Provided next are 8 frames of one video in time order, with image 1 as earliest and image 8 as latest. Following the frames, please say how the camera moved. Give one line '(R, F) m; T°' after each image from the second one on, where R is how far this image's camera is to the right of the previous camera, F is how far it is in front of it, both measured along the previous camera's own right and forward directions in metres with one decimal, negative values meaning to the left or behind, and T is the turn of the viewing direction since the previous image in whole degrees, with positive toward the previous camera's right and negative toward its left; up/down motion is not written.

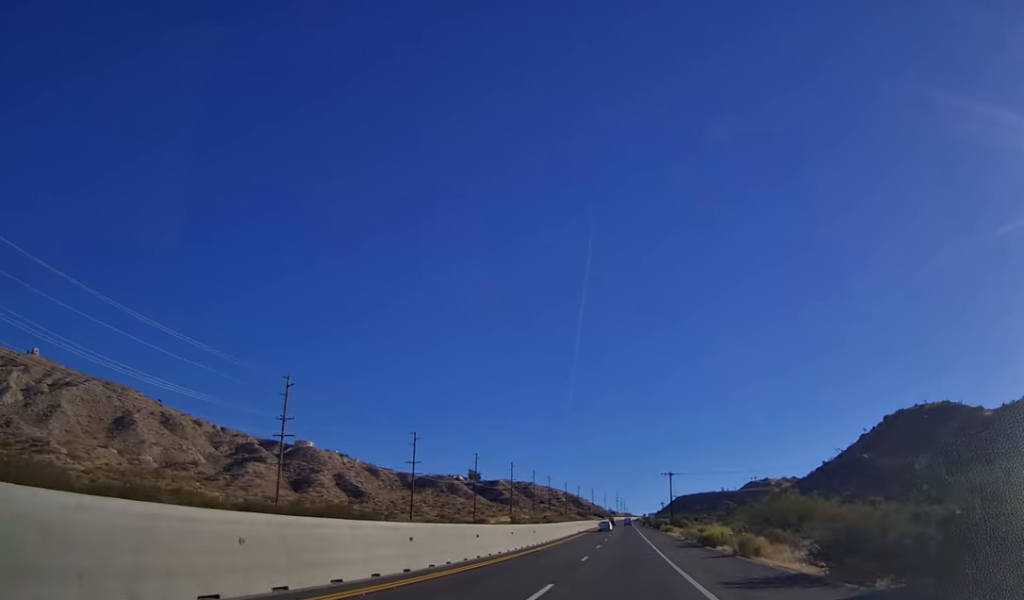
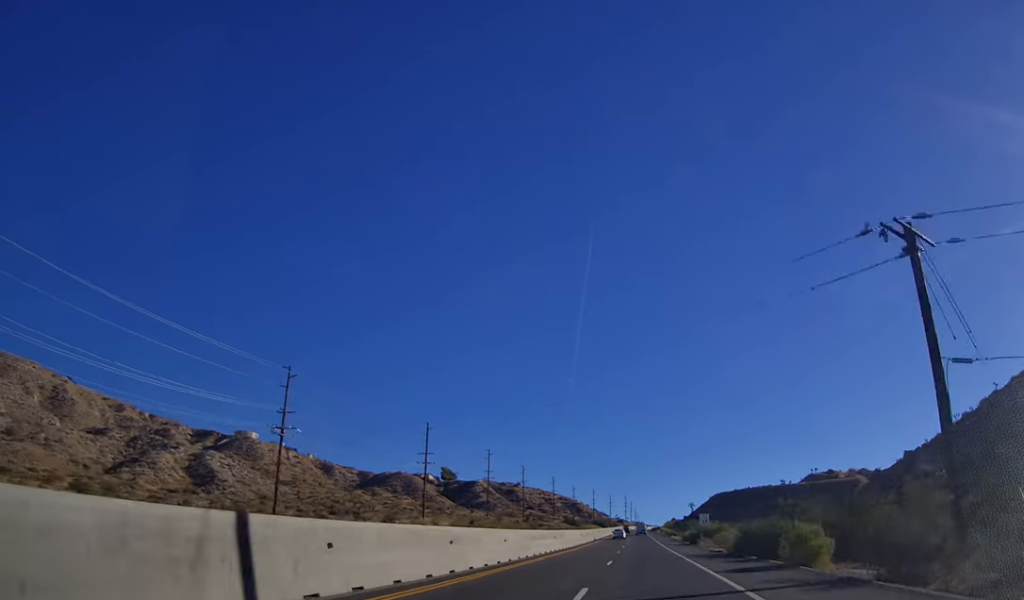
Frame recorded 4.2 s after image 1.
(-0.1, +117.5) m; 0°
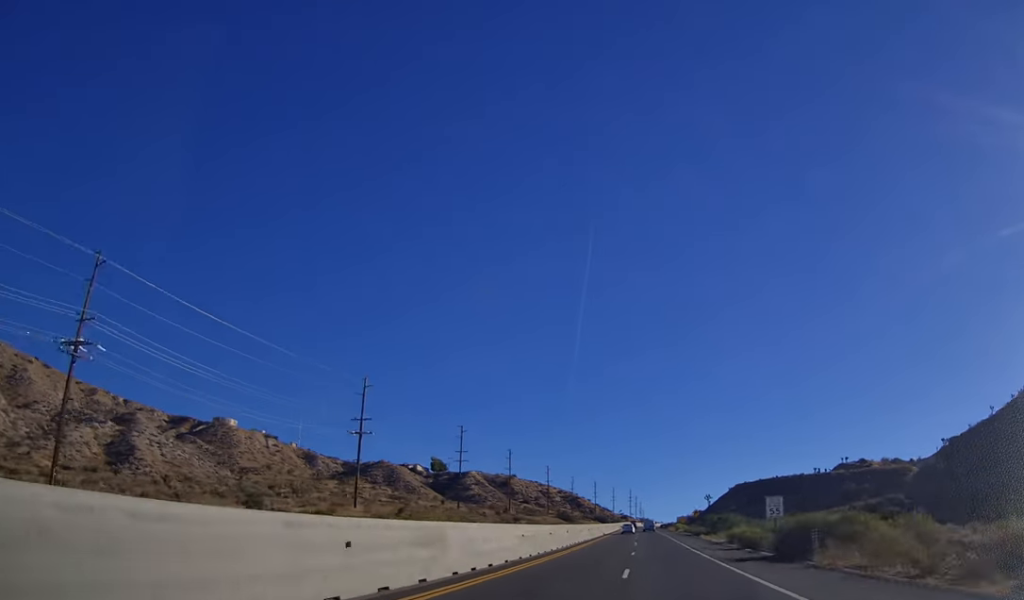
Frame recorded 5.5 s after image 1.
(-0.4, +37.2) m; 0°
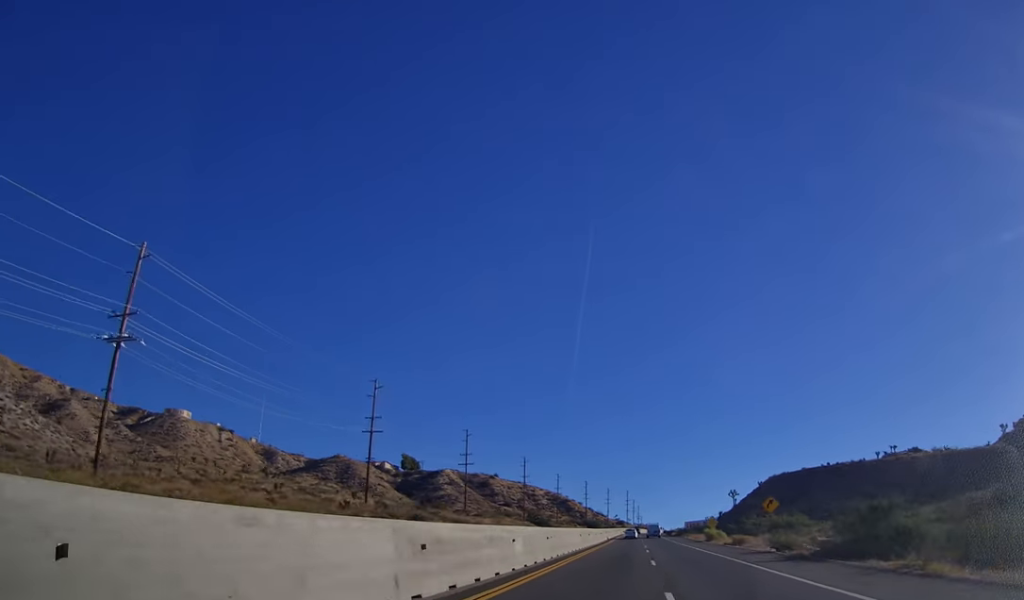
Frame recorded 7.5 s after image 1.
(+0.2, +53.2) m; 0°
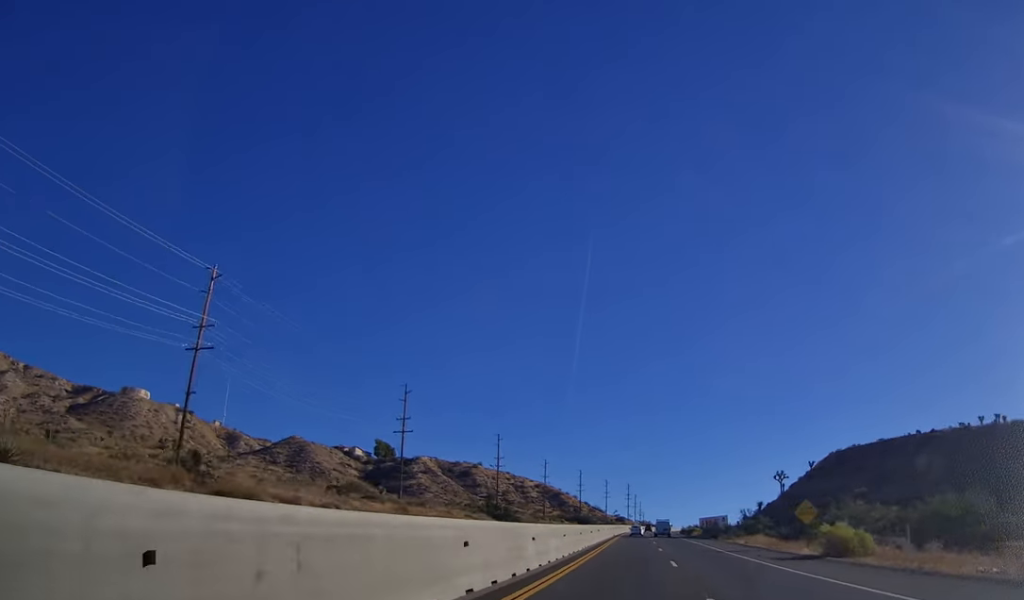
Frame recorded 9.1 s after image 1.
(-0.3, +45.3) m; -1°
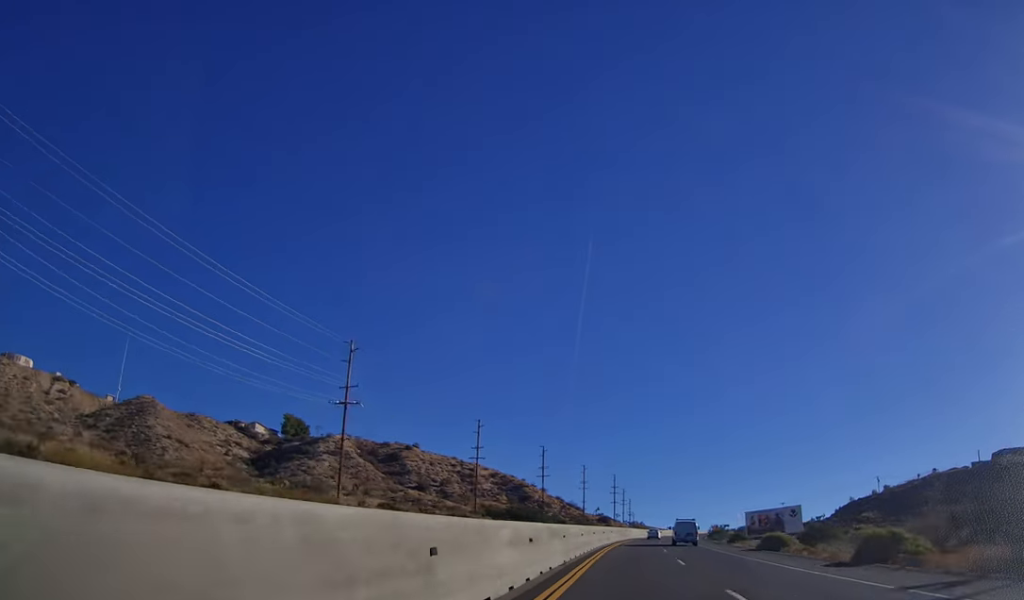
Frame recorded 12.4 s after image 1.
(+0.2, +87.2) m; +1°
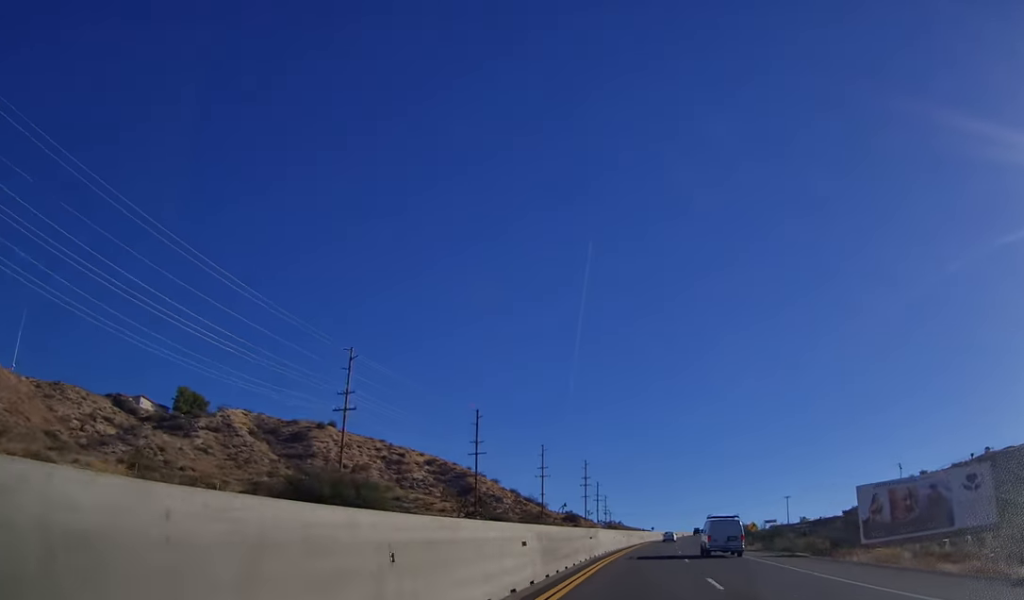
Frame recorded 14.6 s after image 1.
(+0.9, +57.5) m; +2°
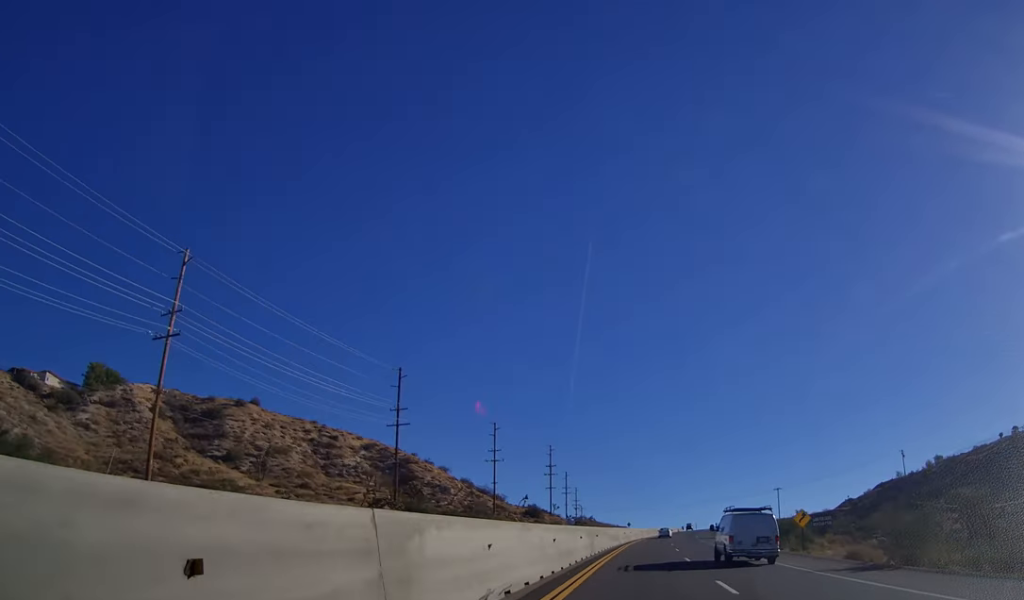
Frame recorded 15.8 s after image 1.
(0.0, +31.0) m; +1°
